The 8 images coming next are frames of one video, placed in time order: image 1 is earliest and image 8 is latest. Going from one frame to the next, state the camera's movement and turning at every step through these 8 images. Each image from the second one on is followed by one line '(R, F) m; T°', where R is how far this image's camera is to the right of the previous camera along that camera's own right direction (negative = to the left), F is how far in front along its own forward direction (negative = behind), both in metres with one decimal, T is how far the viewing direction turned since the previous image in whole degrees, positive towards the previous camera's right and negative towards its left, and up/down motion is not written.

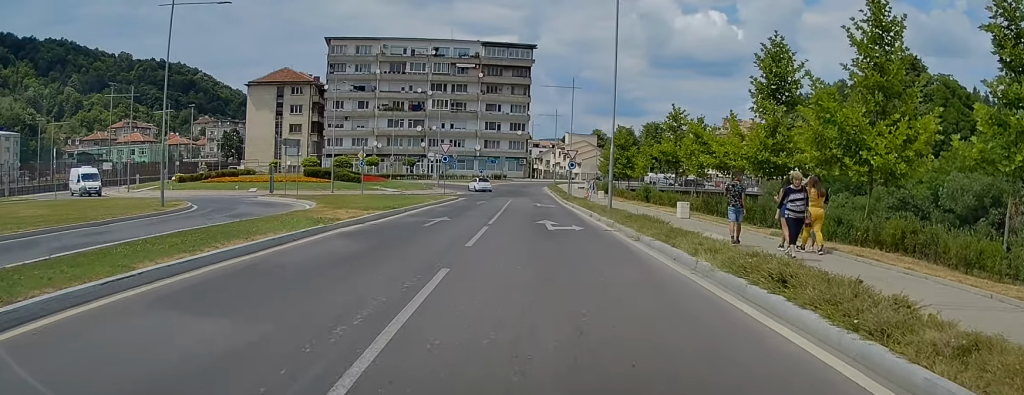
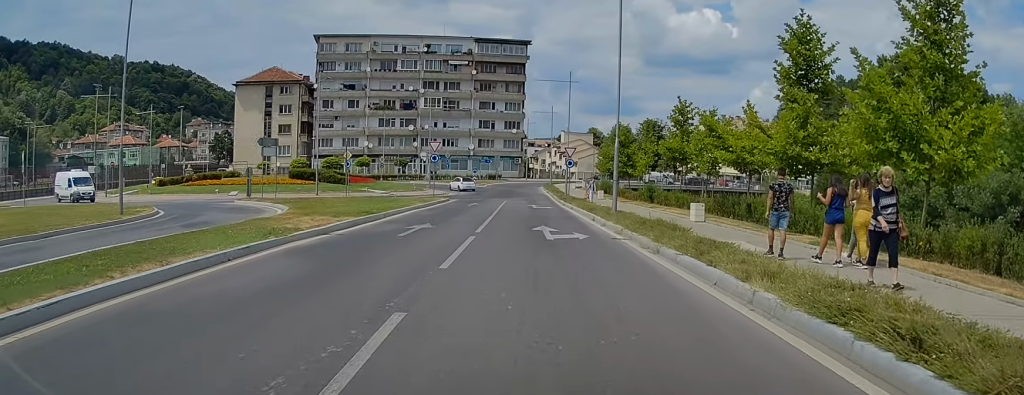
(0.0, +3.2) m; +1°
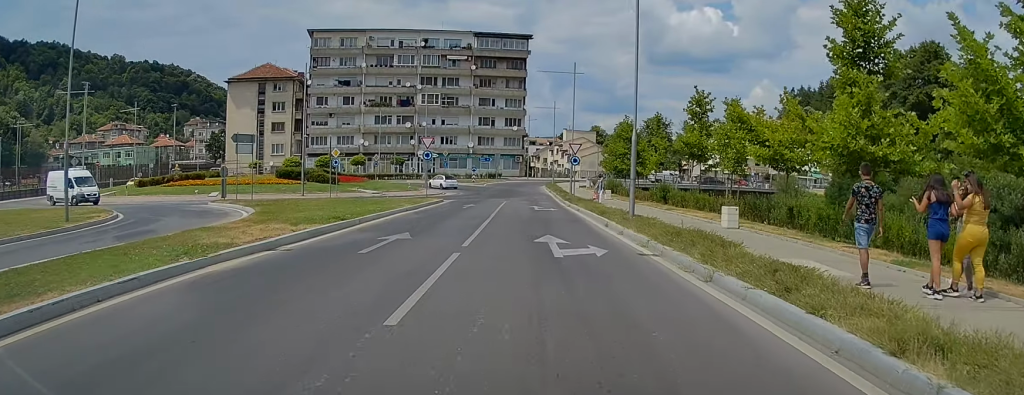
(0.0, +4.0) m; +1°
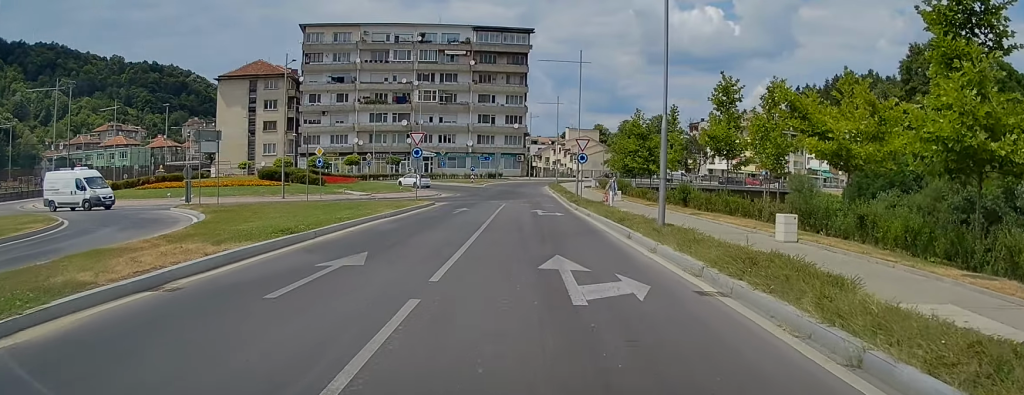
(+0.1, +4.7) m; +1°
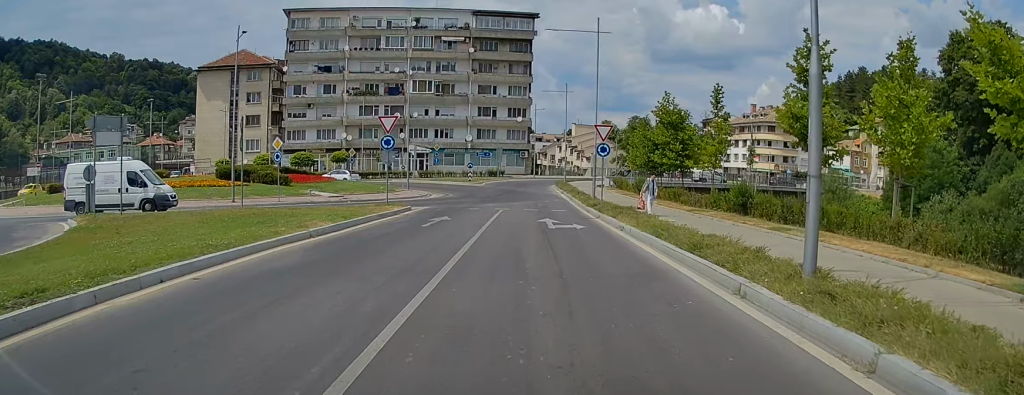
(+0.1, +8.9) m; -1°
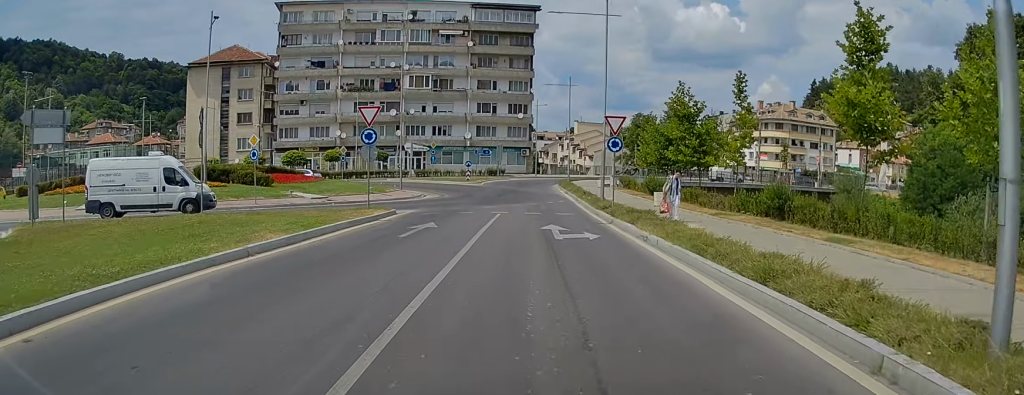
(0.0, +3.6) m; -1°
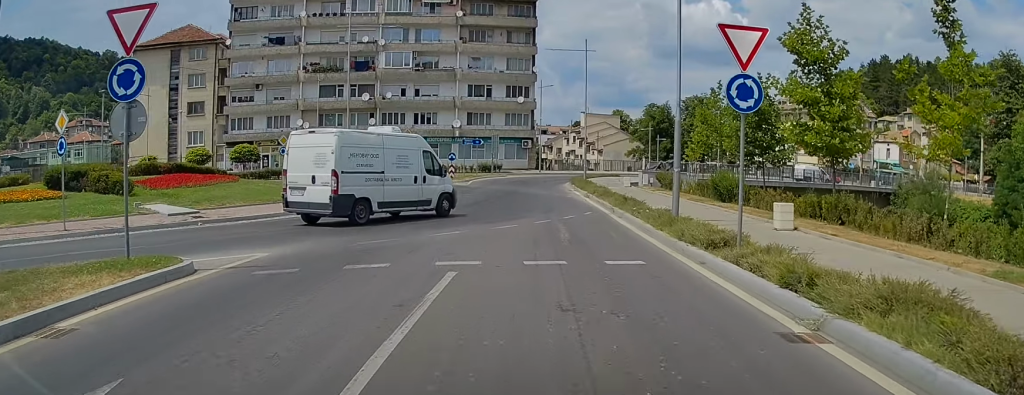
(-0.6, +16.0) m; -3°
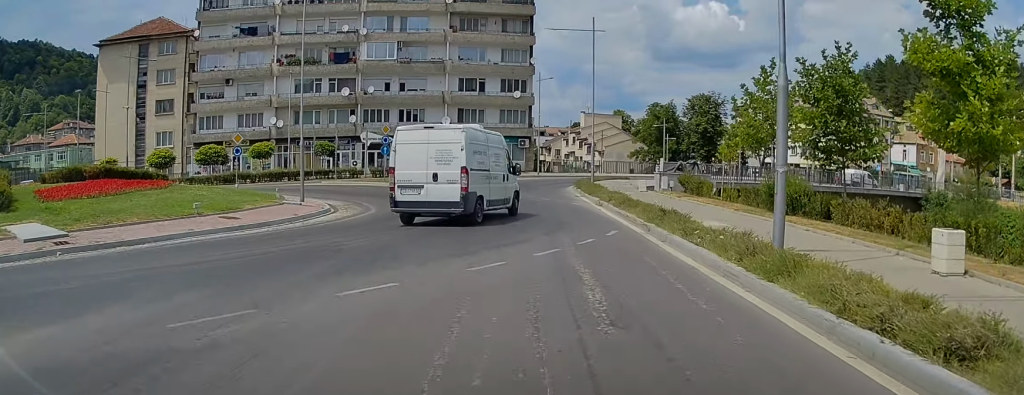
(0.0, +7.2) m; +1°
